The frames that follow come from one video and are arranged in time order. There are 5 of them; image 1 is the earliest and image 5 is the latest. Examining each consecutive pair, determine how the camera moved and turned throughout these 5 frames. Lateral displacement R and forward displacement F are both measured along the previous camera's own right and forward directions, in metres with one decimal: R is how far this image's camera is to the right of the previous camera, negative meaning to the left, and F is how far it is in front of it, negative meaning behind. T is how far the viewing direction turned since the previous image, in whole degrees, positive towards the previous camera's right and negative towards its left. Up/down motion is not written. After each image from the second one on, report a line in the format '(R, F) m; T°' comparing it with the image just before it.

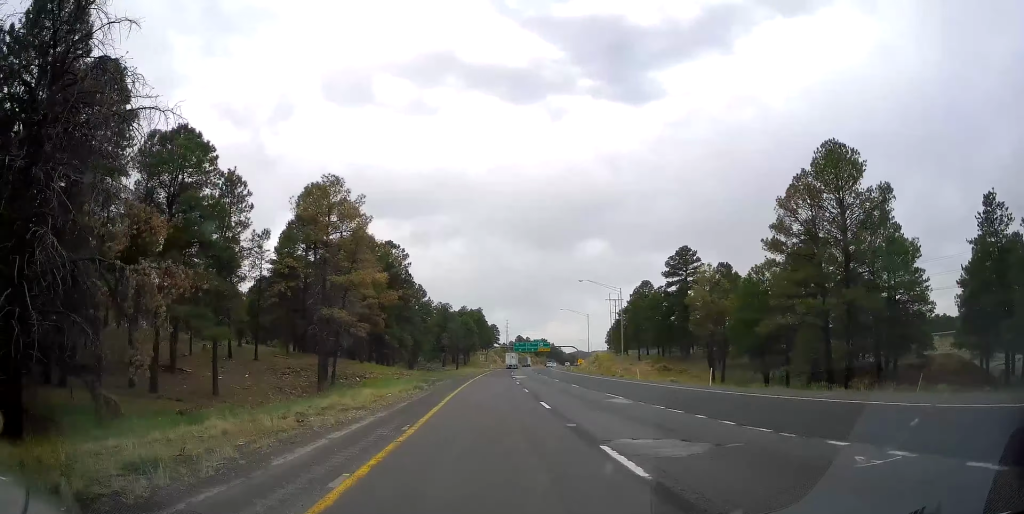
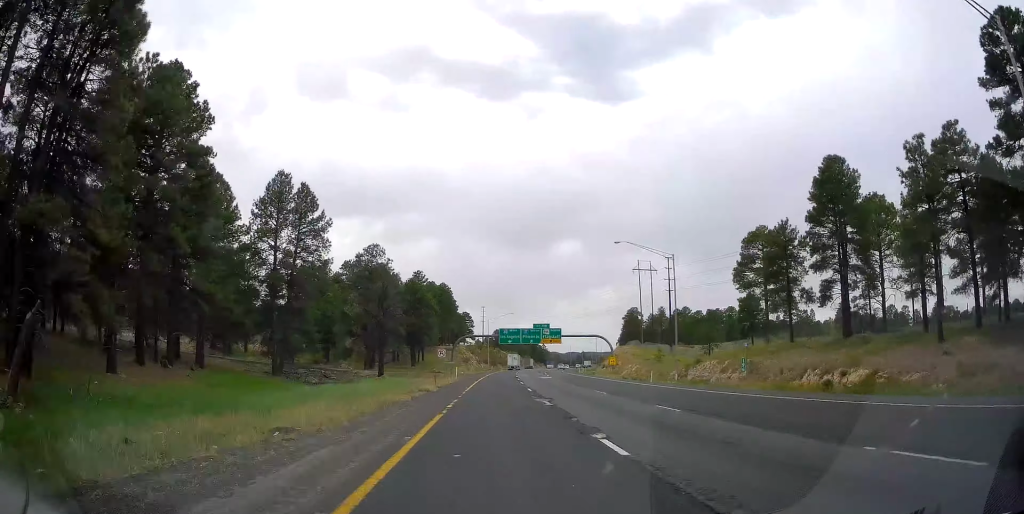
(+2.3, +83.2) m; +2°
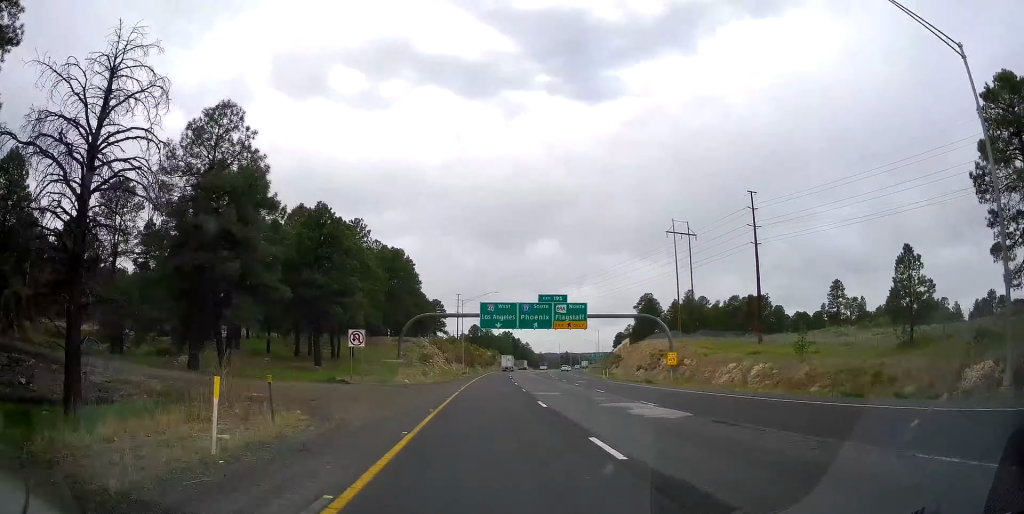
(+0.8, +49.6) m; +2°
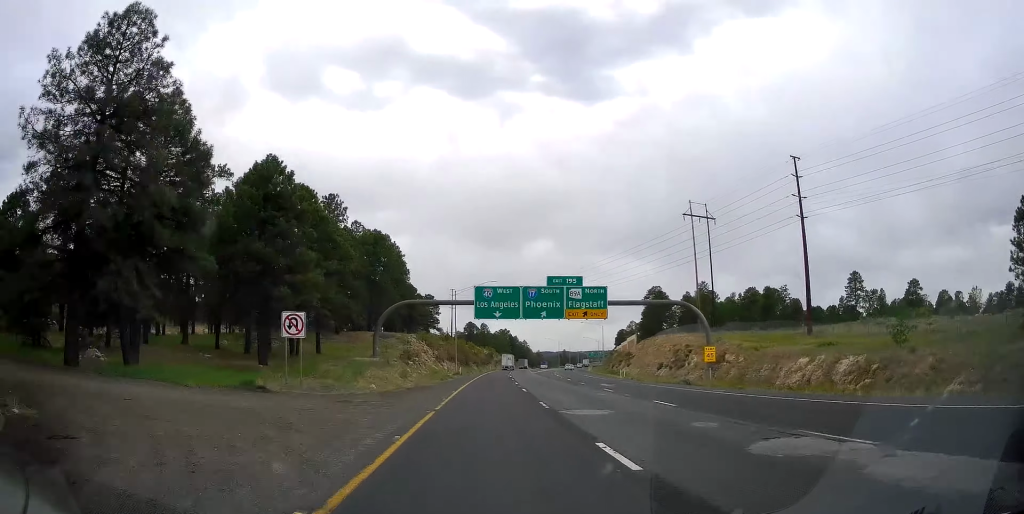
(-0.1, +13.4) m; 0°
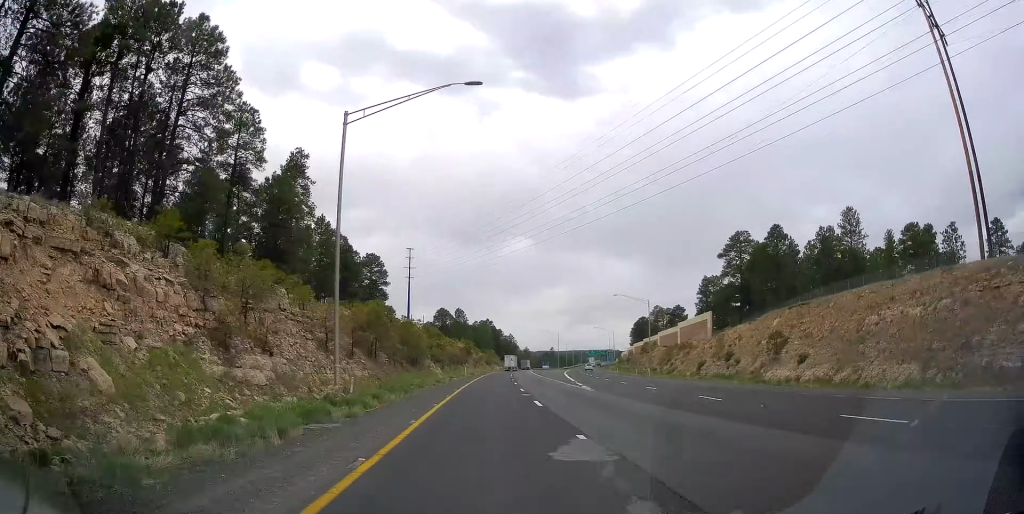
(+1.3, +72.0) m; +3°
